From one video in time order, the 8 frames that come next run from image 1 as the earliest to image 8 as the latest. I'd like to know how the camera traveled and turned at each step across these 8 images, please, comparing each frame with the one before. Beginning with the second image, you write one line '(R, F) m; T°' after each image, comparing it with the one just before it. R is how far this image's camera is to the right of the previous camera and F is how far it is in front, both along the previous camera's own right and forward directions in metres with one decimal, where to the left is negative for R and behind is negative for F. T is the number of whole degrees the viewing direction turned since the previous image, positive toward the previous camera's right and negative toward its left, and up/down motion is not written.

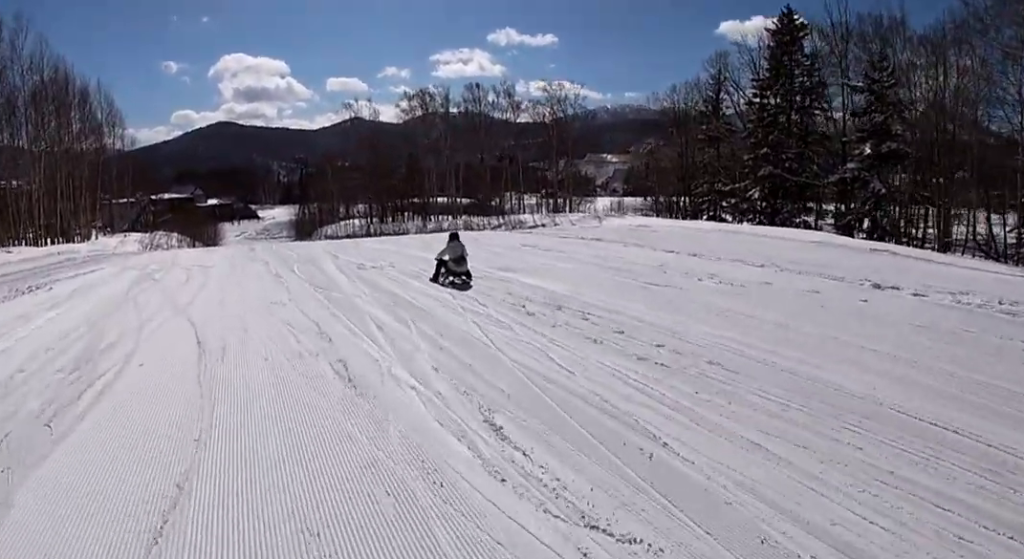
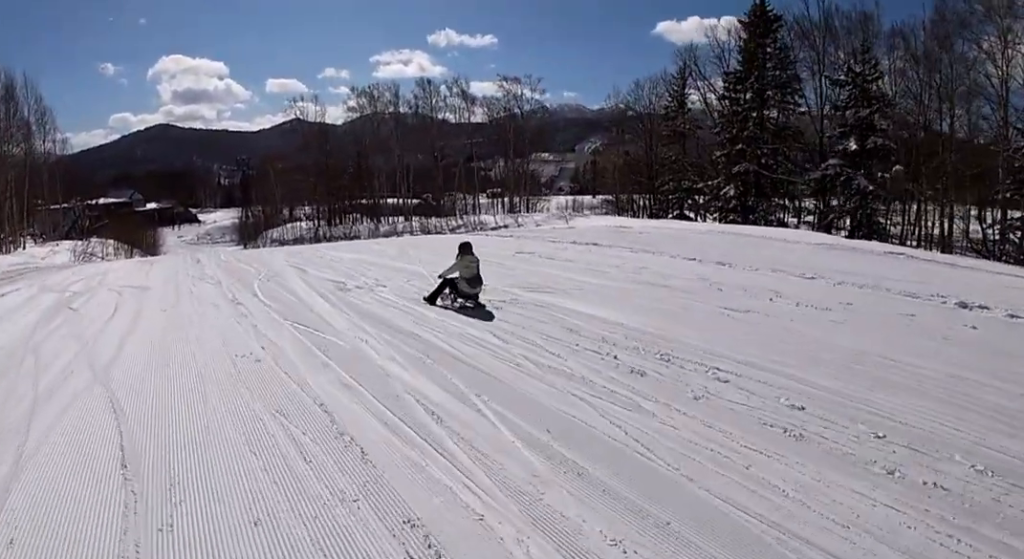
(+0.3, +3.7) m; +3°
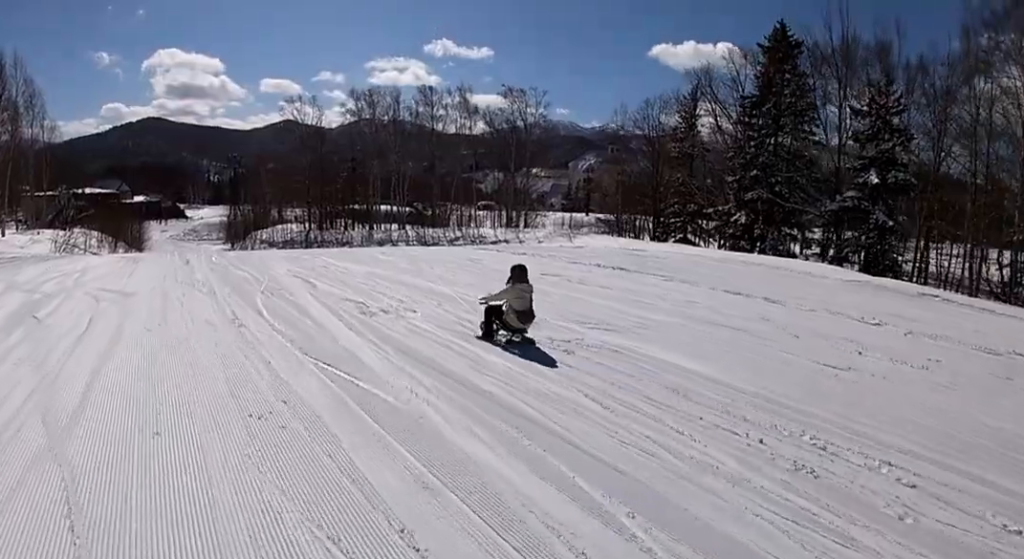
(-0.1, +2.2) m; -1°
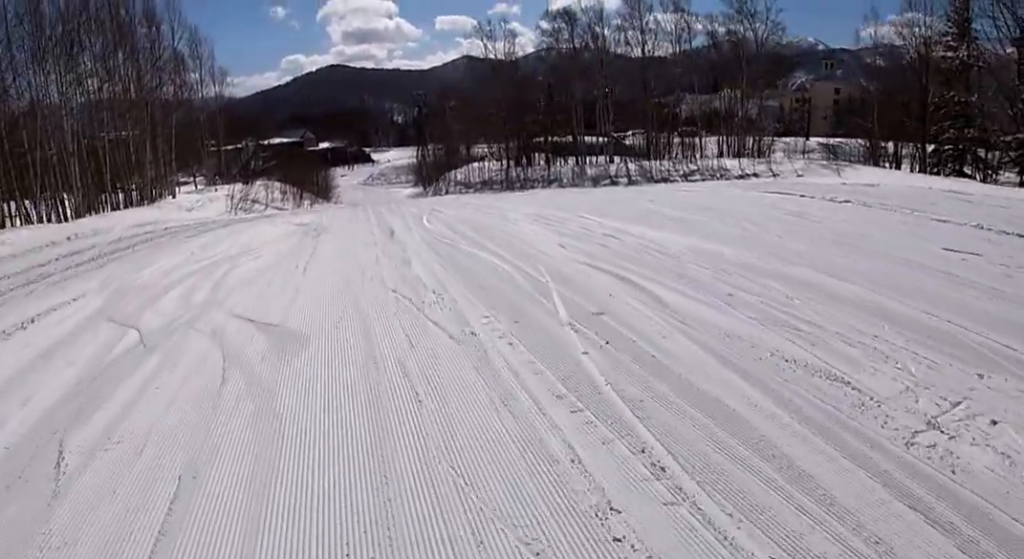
(-0.2, +7.0) m; -5°
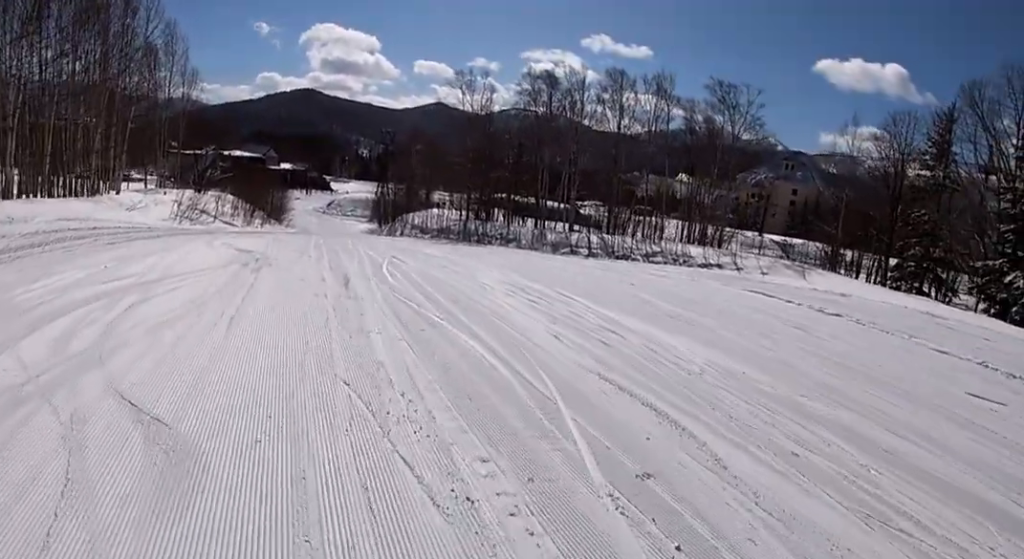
(-0.1, +2.3) m; 0°
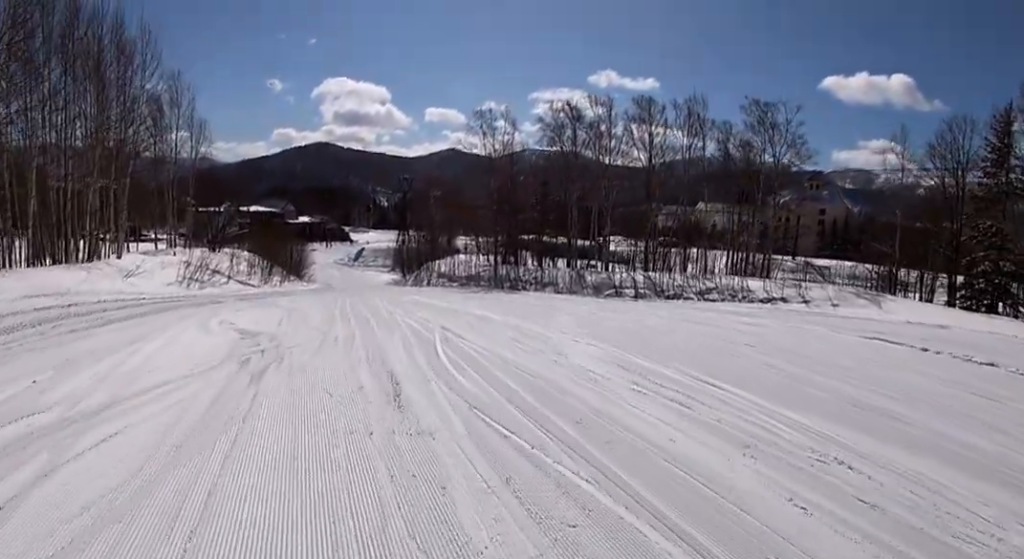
(-0.2, +4.1) m; +2°
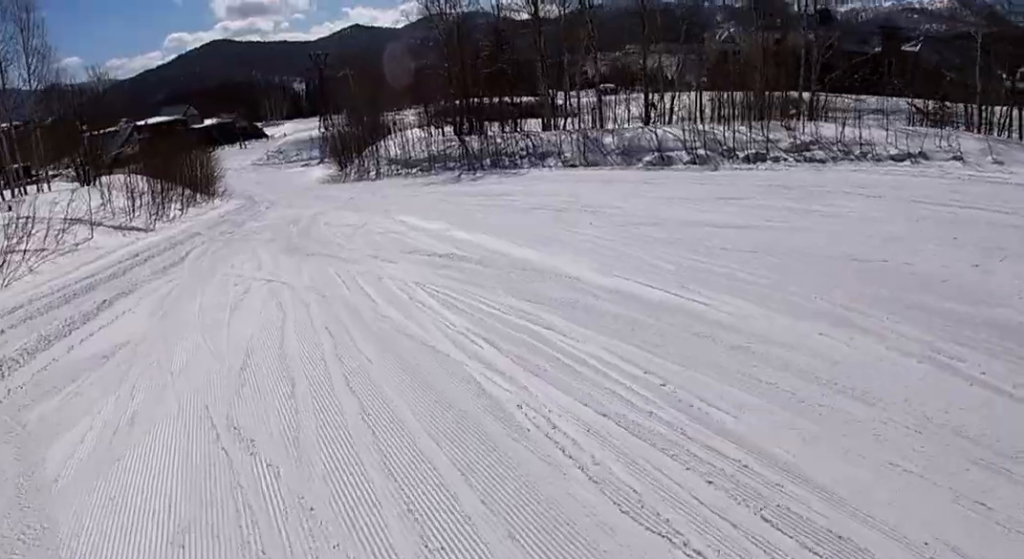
(+0.5, +14.5) m; +1°
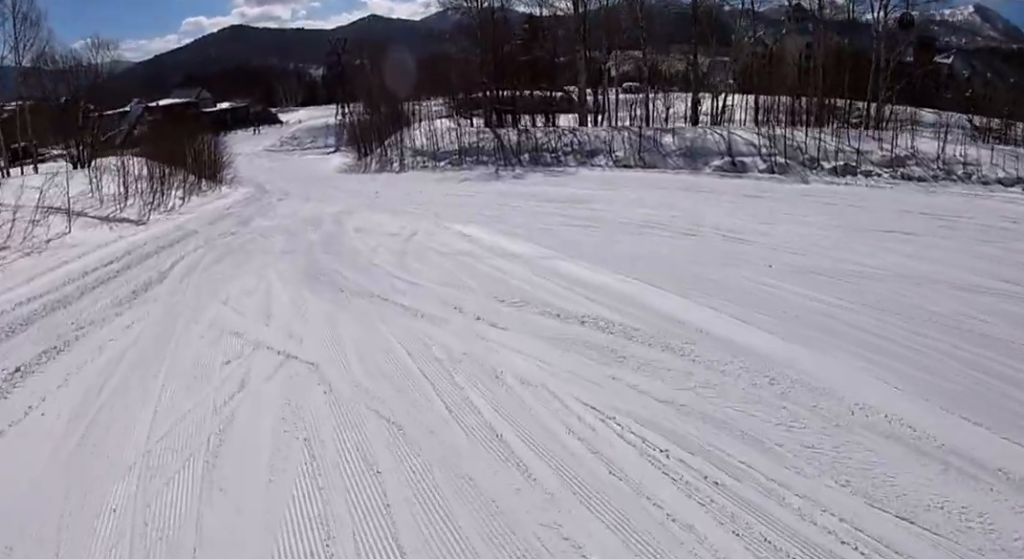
(-0.4, +4.4) m; 0°
